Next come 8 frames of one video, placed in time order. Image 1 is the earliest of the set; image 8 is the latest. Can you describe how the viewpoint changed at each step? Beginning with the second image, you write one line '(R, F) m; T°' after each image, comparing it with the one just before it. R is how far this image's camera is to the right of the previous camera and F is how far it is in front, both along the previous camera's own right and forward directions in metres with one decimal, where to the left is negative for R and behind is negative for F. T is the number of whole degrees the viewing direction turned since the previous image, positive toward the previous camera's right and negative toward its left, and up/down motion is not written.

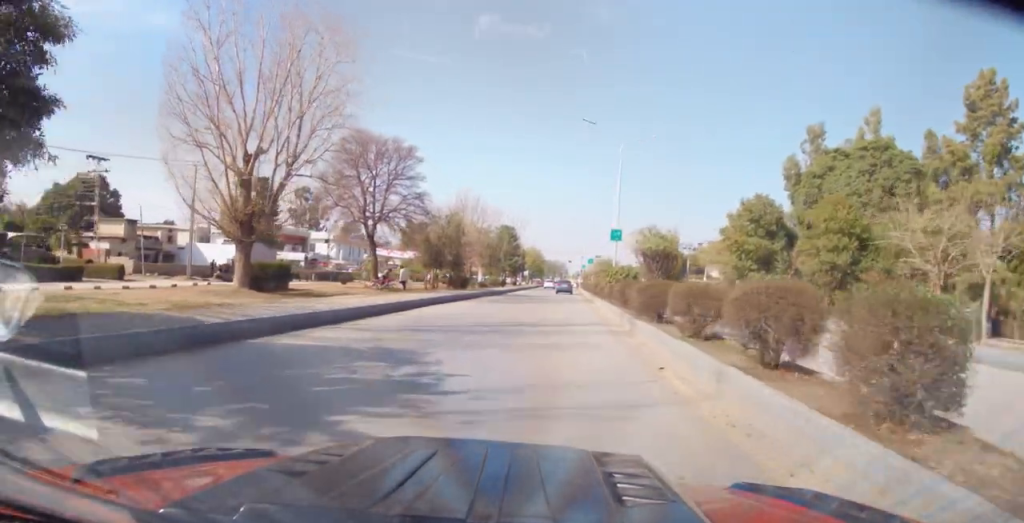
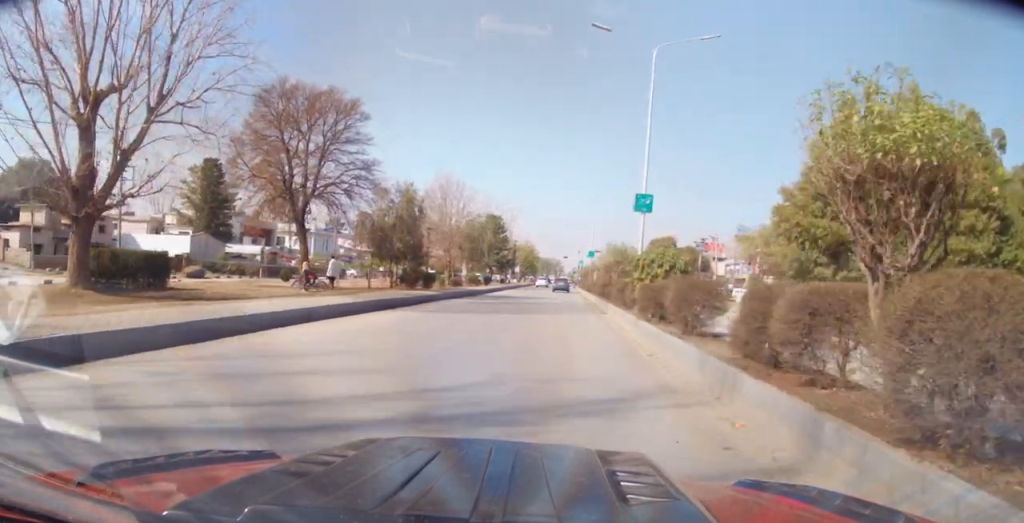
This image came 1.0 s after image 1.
(-0.3, +12.8) m; -1°
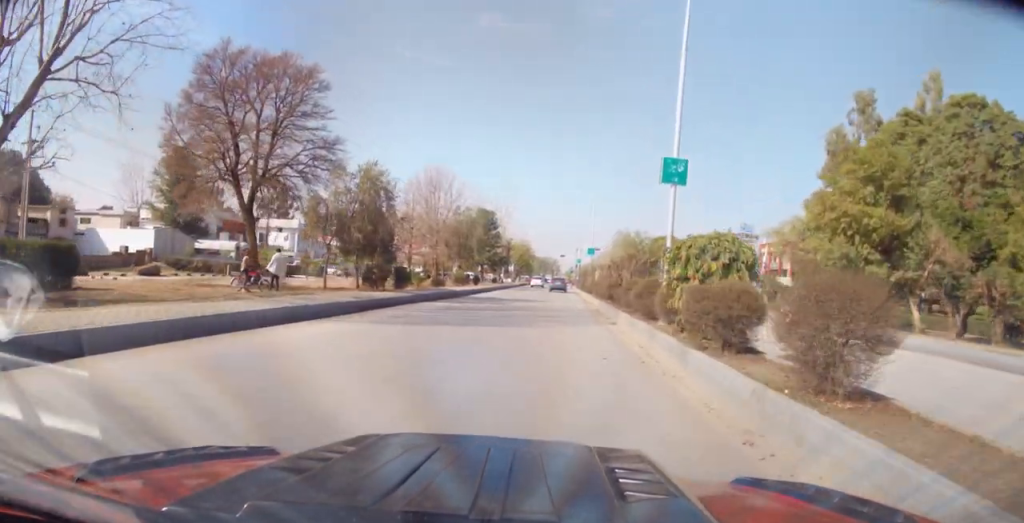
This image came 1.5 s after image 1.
(+0.1, +6.1) m; +1°
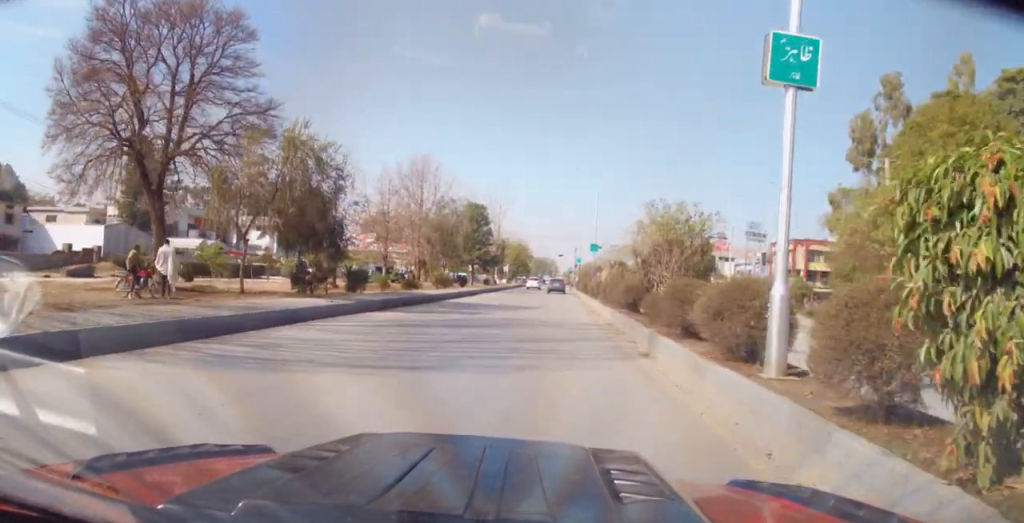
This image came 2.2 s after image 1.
(0.0, +7.7) m; +1°
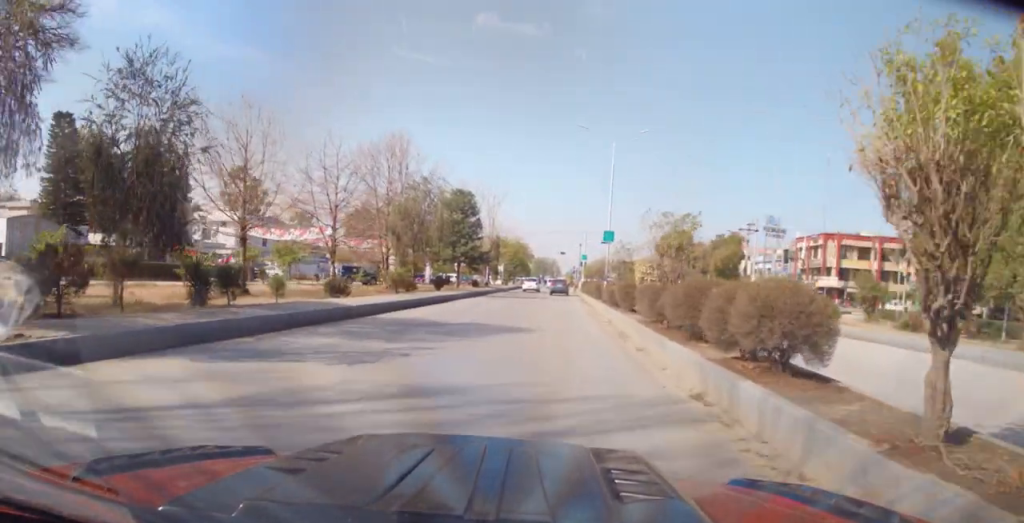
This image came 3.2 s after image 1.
(+0.2, +12.0) m; -1°
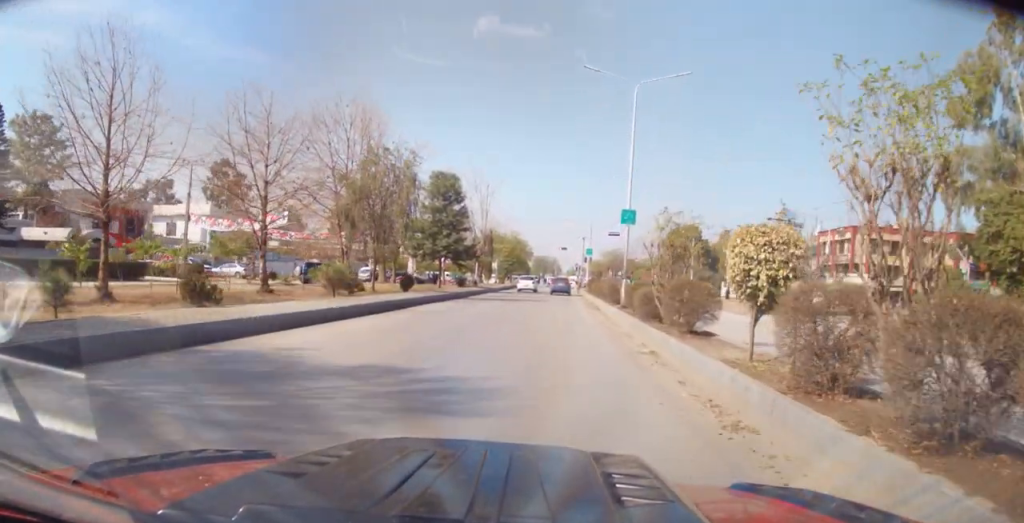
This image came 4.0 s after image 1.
(-0.2, +9.8) m; 0°
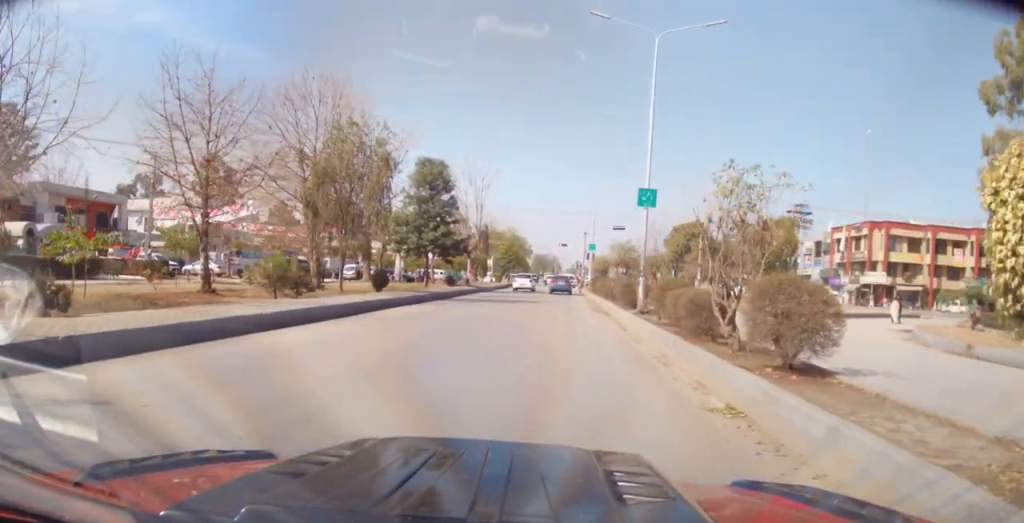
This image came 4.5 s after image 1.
(-0.4, +5.1) m; +1°
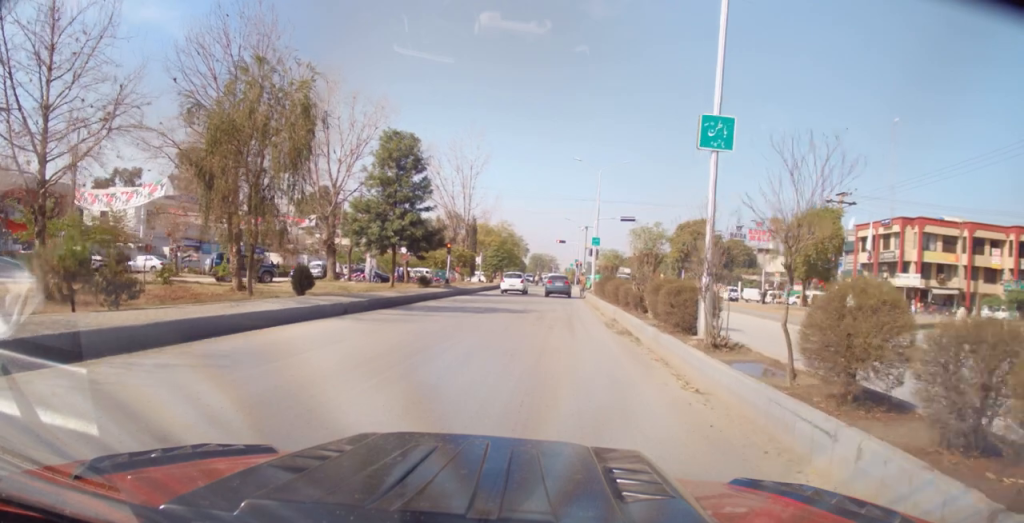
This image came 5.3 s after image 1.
(+0.7, +9.3) m; +1°
